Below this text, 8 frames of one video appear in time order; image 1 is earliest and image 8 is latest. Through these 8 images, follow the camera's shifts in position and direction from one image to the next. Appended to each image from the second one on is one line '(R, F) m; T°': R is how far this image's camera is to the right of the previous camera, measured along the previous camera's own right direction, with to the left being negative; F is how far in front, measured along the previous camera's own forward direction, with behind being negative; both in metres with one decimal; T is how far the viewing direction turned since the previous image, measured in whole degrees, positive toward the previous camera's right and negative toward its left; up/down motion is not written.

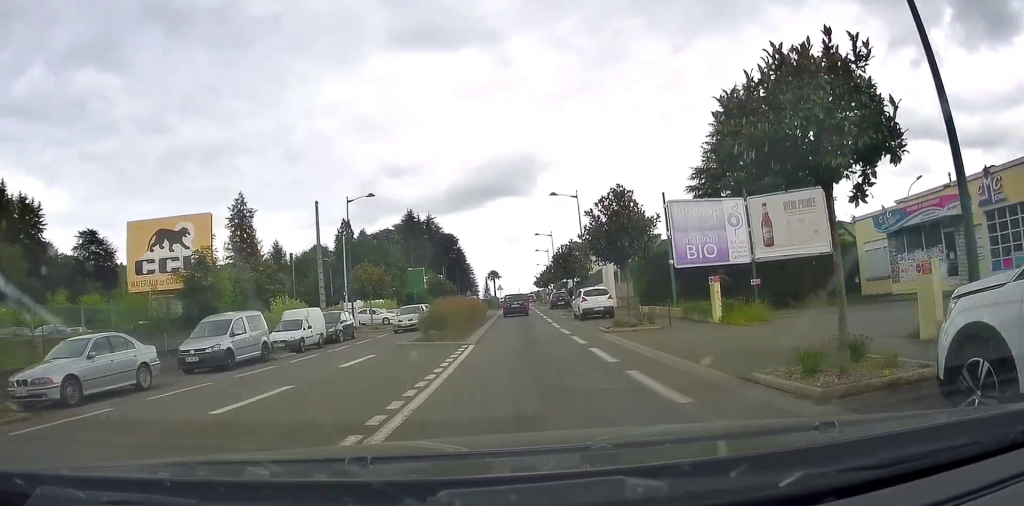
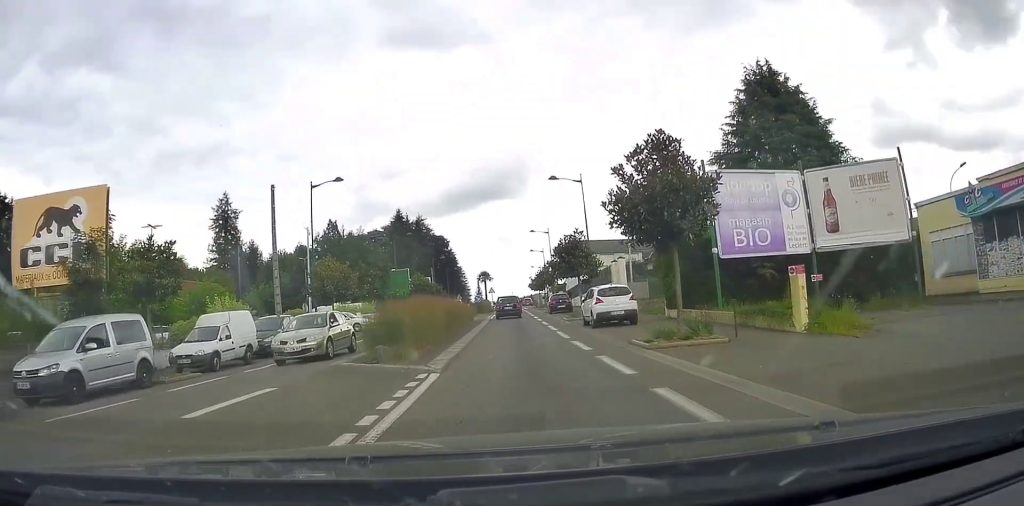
(0.0, +7.0) m; +1°
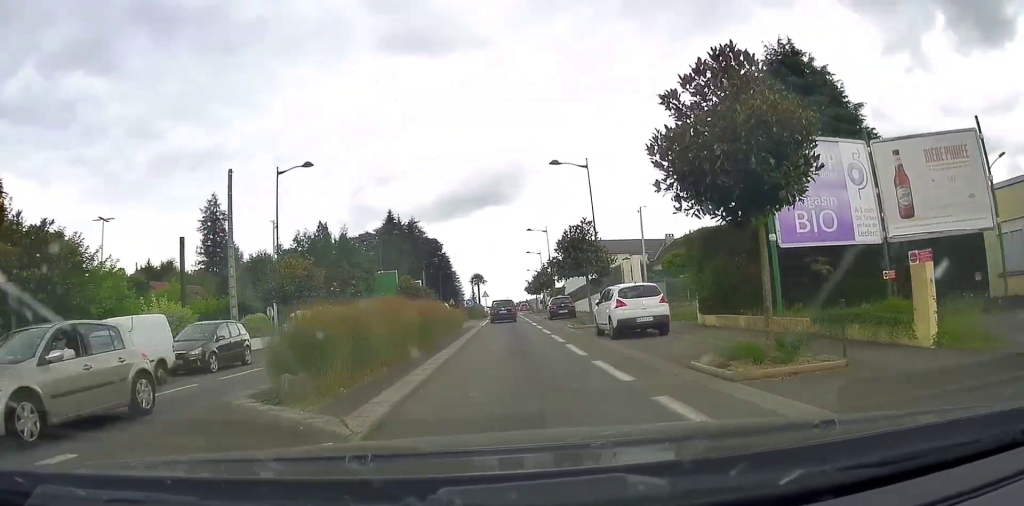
(+0.1, +5.1) m; 0°
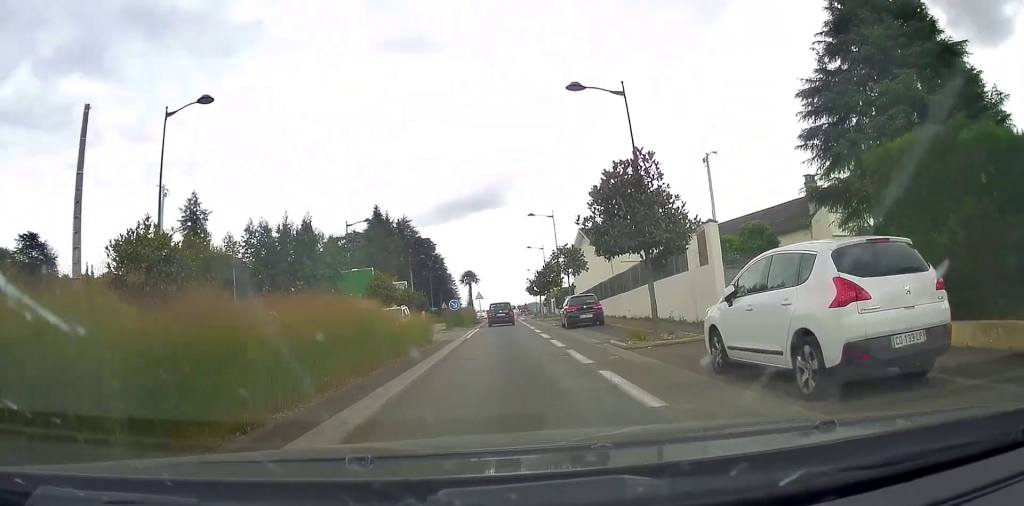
(-0.1, +11.7) m; +1°
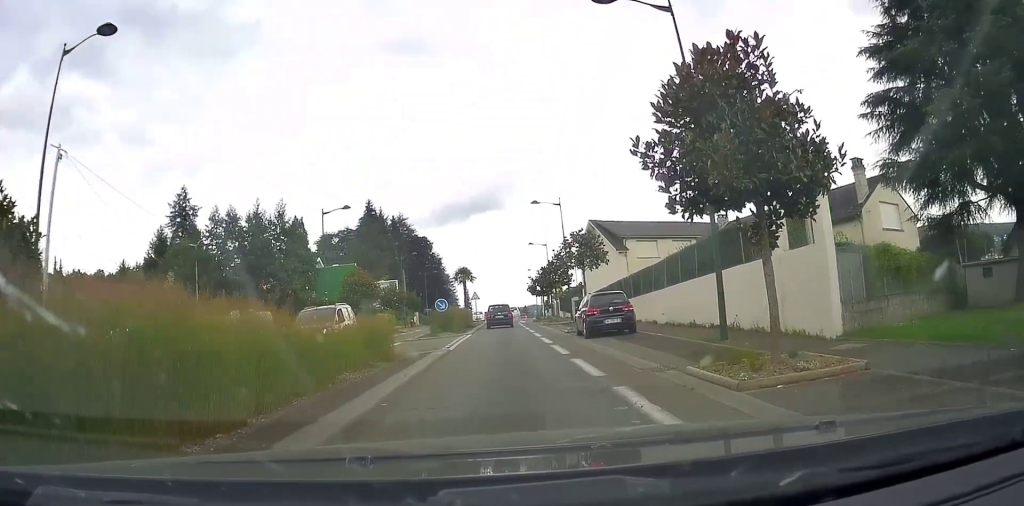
(+0.2, +6.8) m; +1°
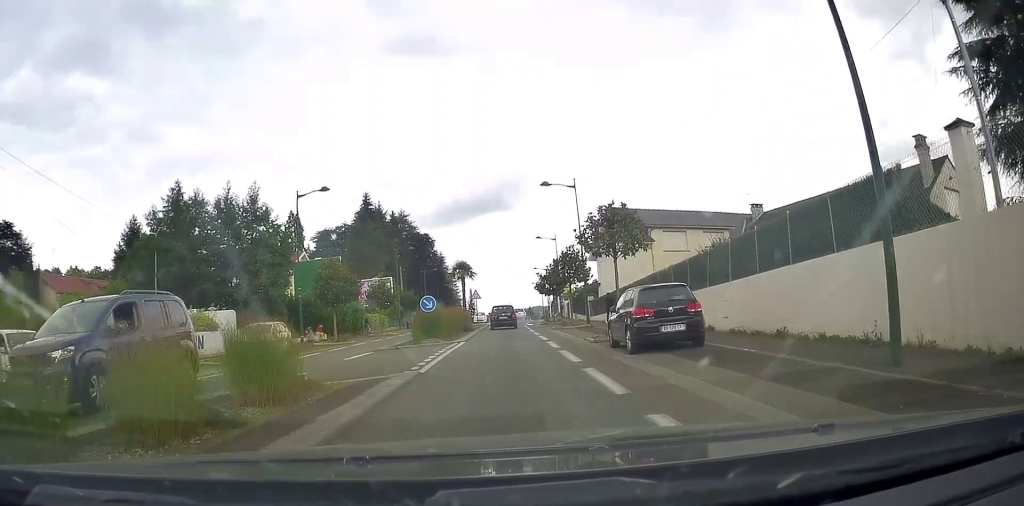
(0.0, +6.7) m; -1°
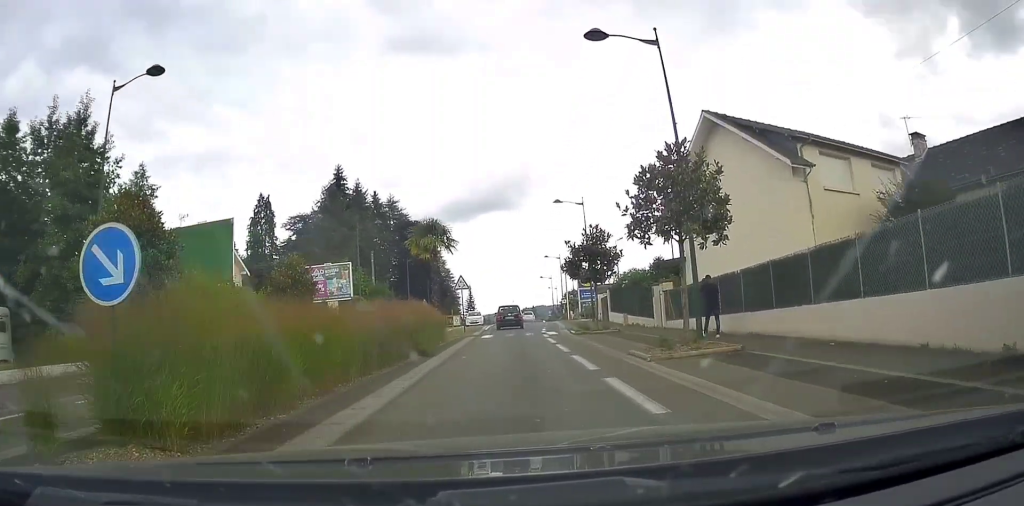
(-1.2, +21.9) m; -4°
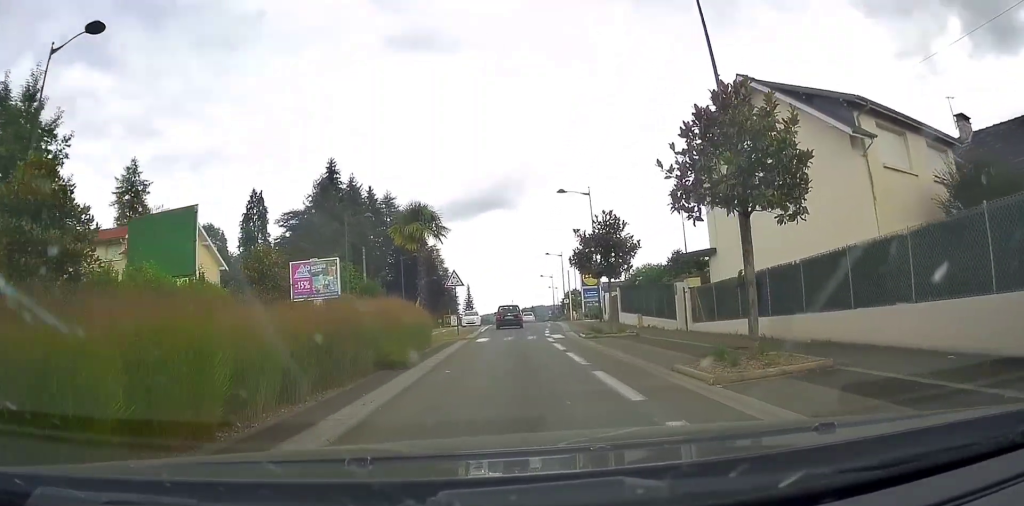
(+0.1, +3.9) m; +1°
